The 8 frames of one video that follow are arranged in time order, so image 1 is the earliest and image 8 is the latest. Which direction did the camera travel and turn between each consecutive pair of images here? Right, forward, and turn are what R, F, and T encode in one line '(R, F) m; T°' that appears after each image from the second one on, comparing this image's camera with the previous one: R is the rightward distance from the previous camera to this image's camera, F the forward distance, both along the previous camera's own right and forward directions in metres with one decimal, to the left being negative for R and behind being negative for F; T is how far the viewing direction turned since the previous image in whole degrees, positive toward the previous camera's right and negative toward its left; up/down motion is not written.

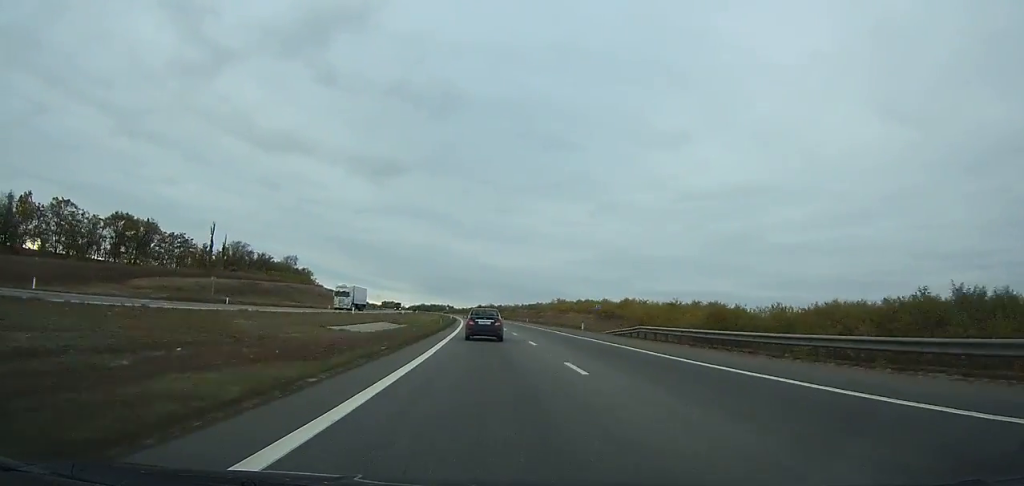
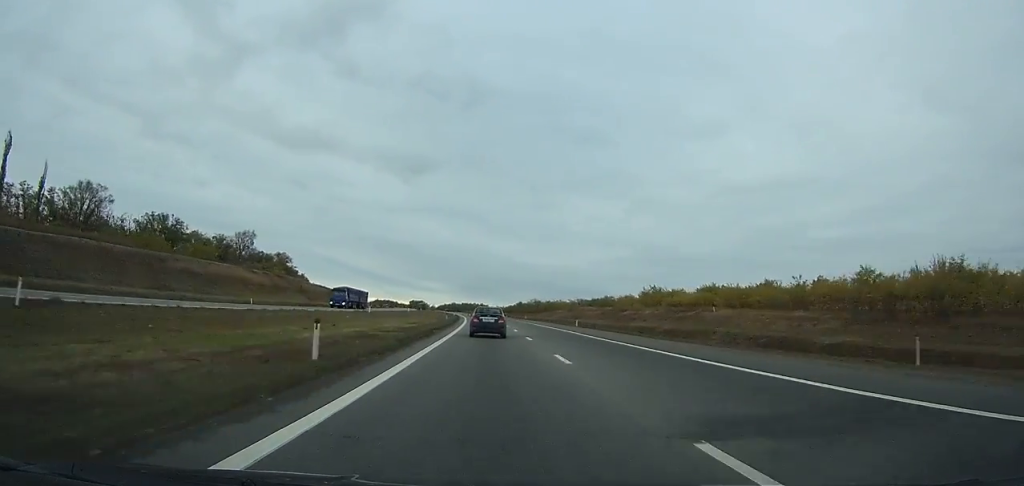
(-2.7, +92.8) m; -3°
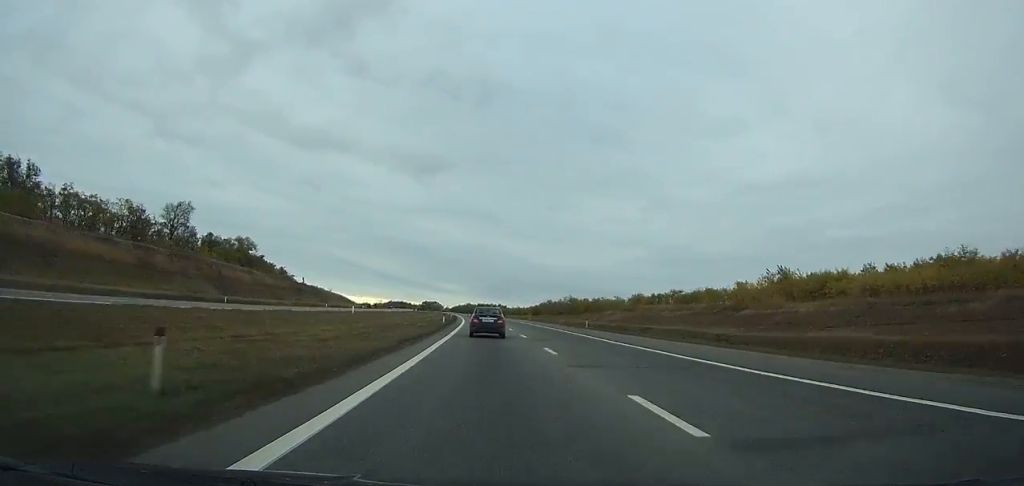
(-0.6, +56.0) m; -2°
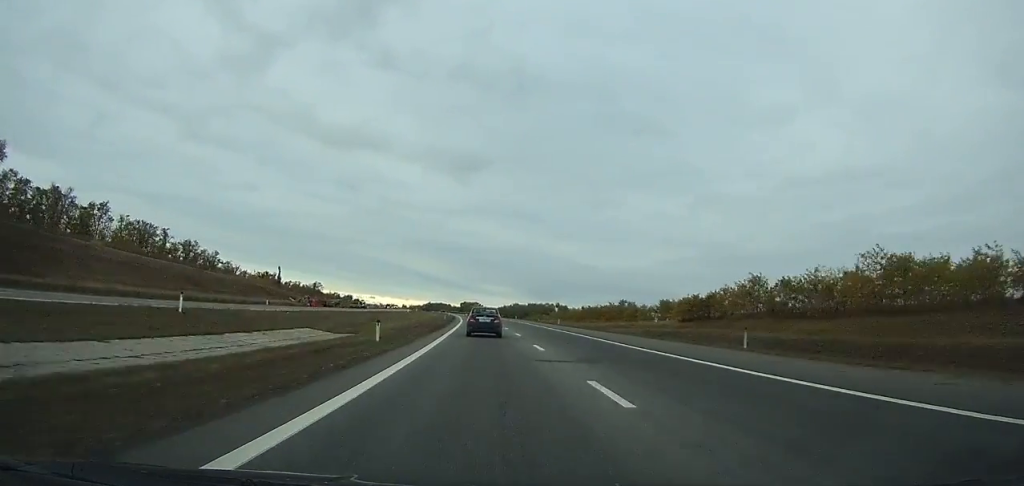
(-5.6, +126.7) m; -5°
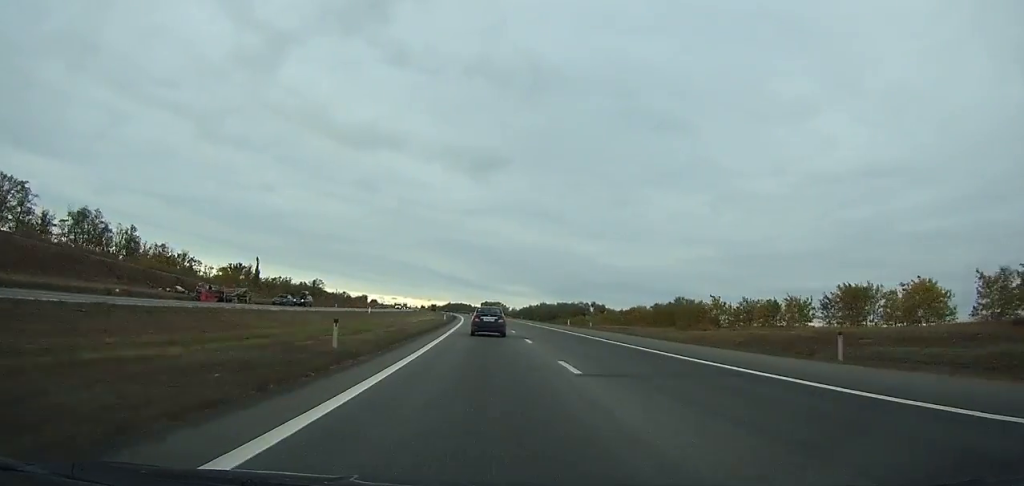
(-0.3, +51.9) m; -2°
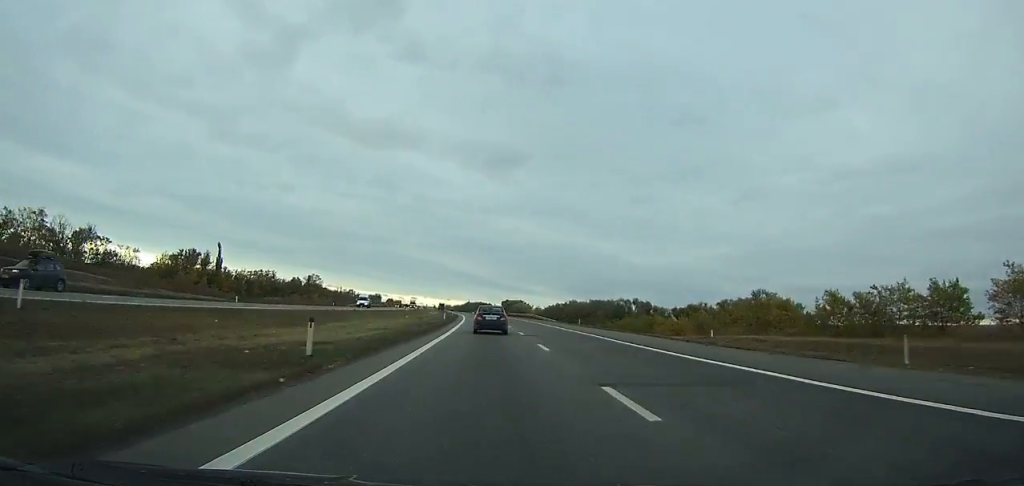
(-1.5, +50.5) m; -2°
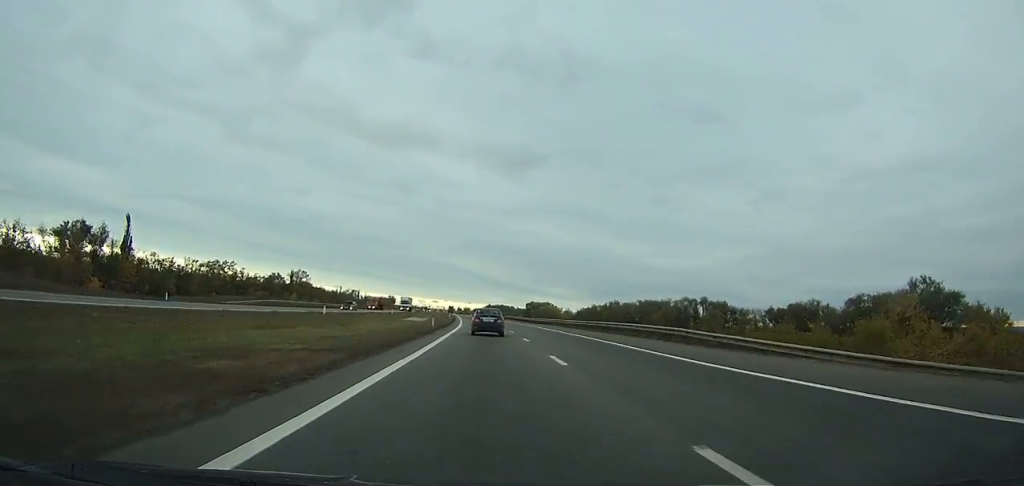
(-1.1, +59.1) m; -2°
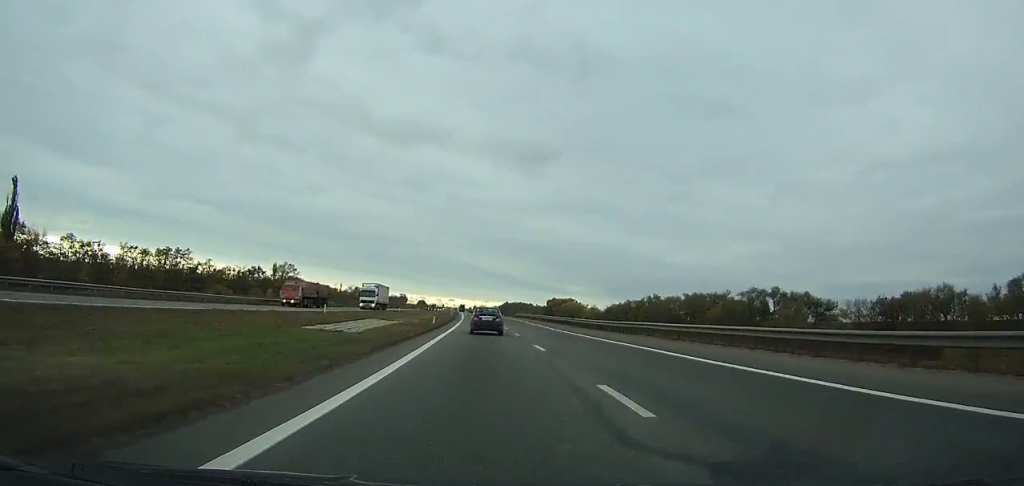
(-0.4, +38.0) m; -1°
